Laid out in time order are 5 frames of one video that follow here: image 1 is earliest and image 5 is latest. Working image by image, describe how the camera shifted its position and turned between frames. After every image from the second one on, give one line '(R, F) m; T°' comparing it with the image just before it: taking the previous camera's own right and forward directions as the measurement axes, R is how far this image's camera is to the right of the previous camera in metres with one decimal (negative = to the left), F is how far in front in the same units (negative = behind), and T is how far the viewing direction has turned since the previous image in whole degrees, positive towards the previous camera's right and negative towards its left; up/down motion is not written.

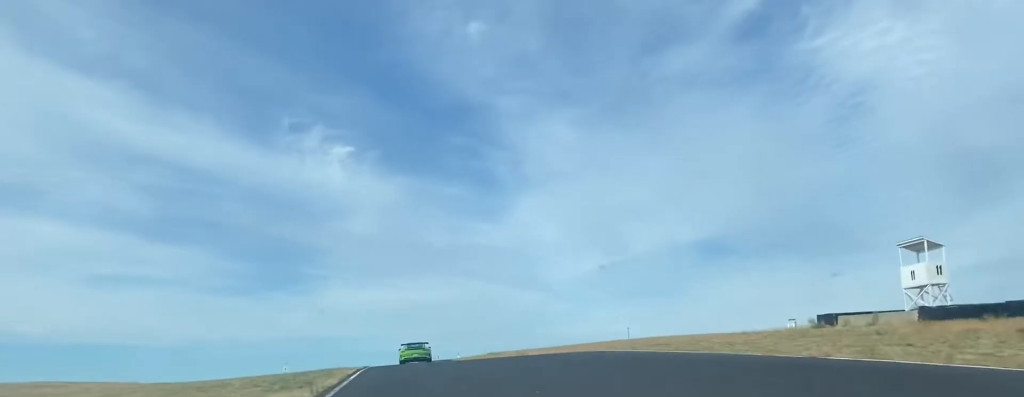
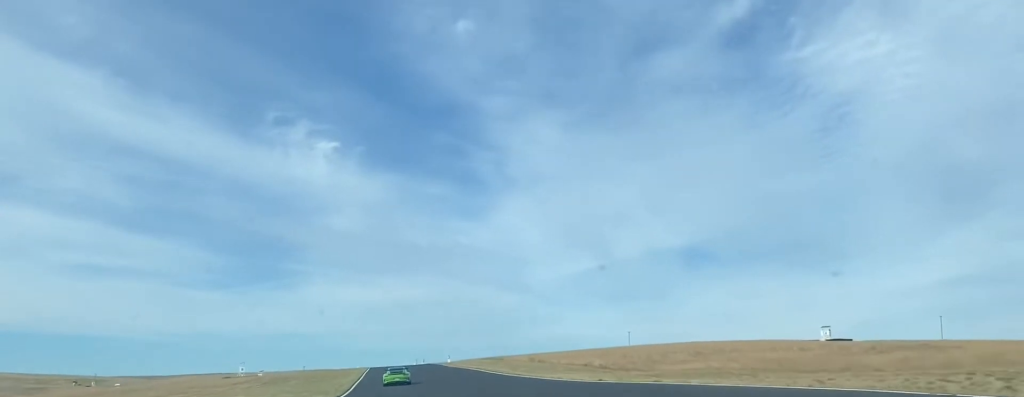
(+1.2, +34.0) m; +2°
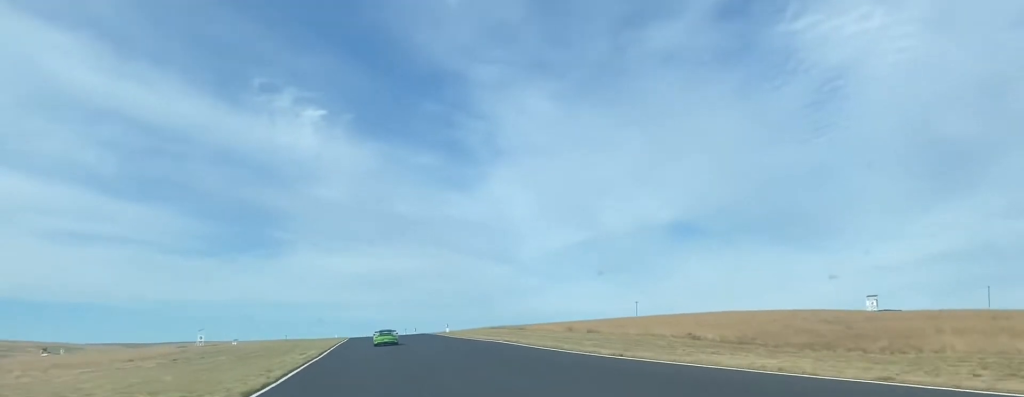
(-0.2, +31.7) m; -1°
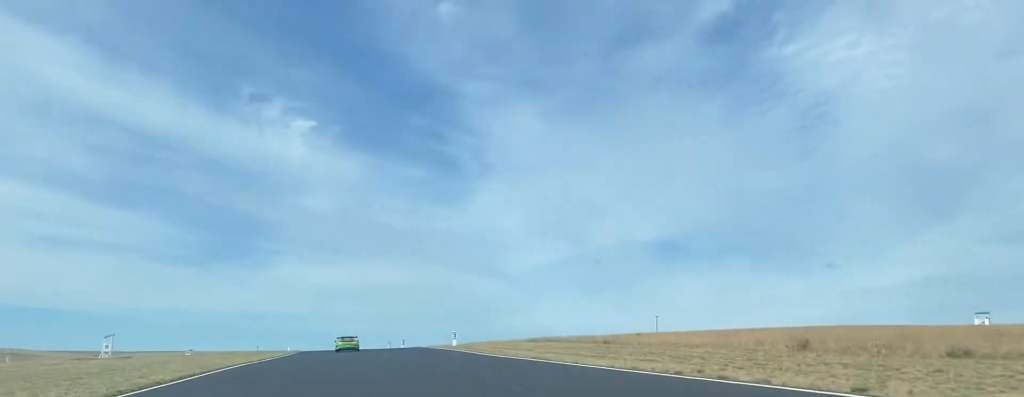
(-0.4, +46.2) m; 0°
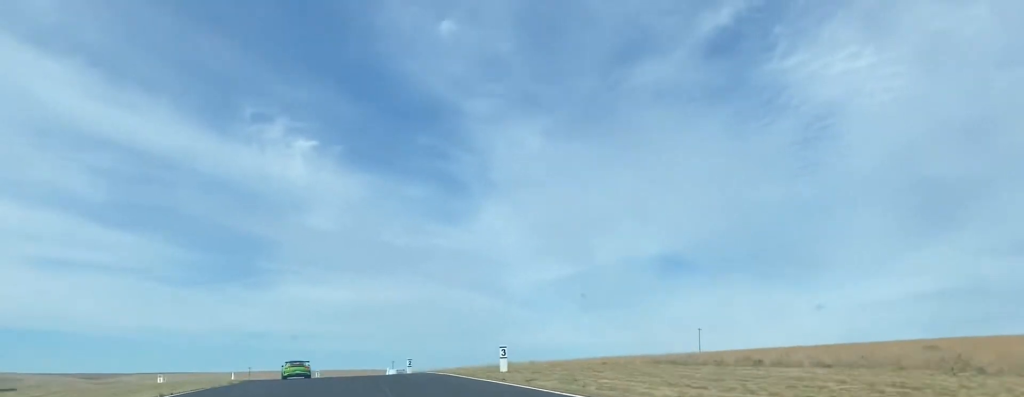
(+0.1, +37.6) m; 0°
